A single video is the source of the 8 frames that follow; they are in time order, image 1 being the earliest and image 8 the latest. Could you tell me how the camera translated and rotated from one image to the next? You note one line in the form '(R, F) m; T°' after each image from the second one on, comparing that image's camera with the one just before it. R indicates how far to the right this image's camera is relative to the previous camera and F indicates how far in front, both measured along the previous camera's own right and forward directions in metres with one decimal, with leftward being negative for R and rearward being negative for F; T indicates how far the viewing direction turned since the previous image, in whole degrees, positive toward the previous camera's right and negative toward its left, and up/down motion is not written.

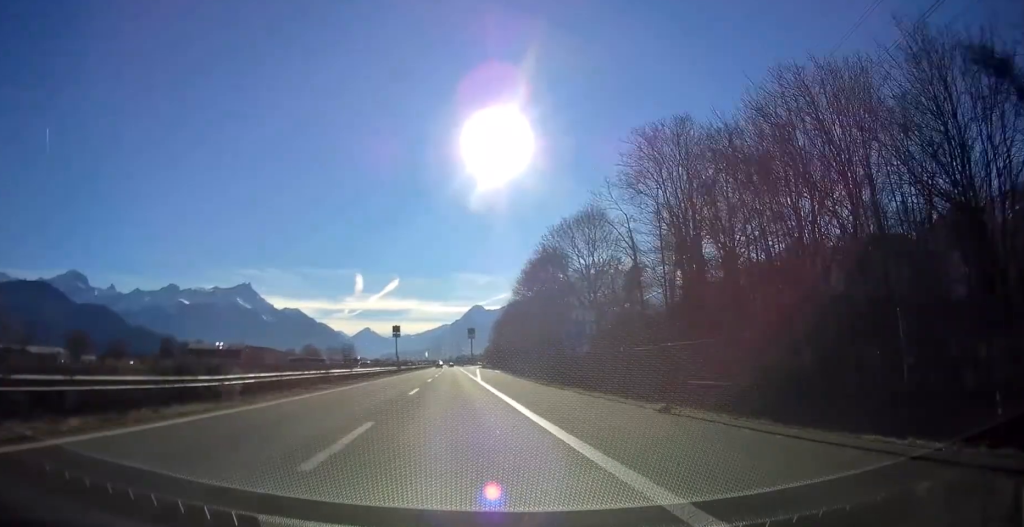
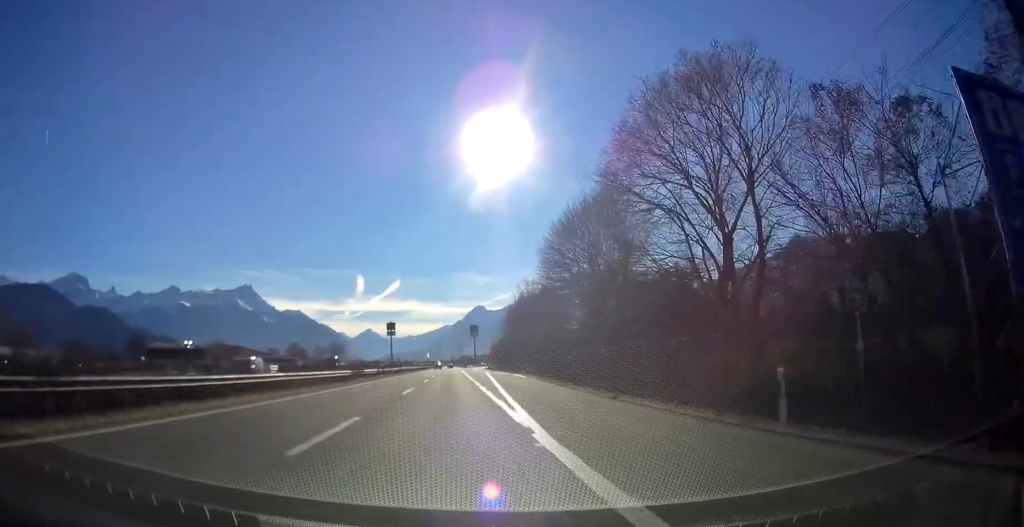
(0.0, +34.9) m; 0°
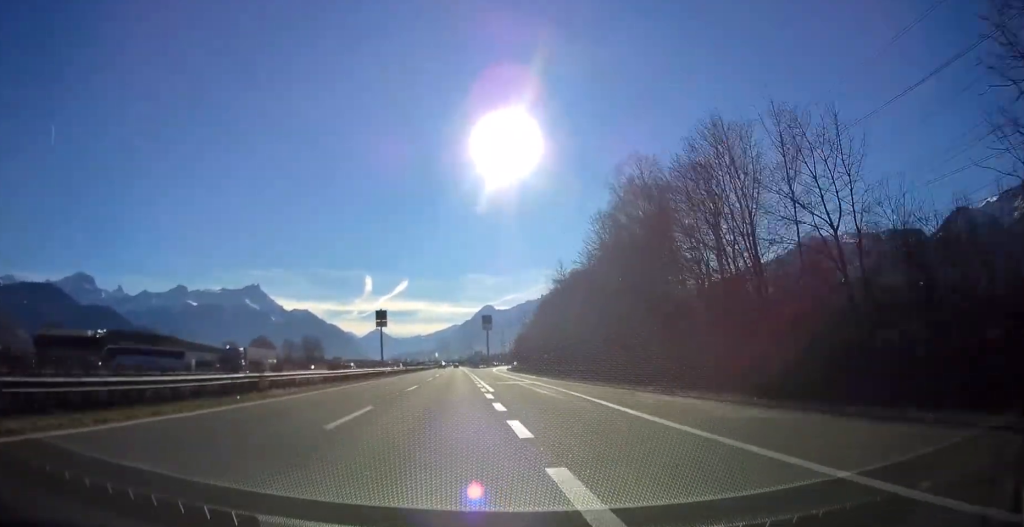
(-0.5, +67.4) m; -1°
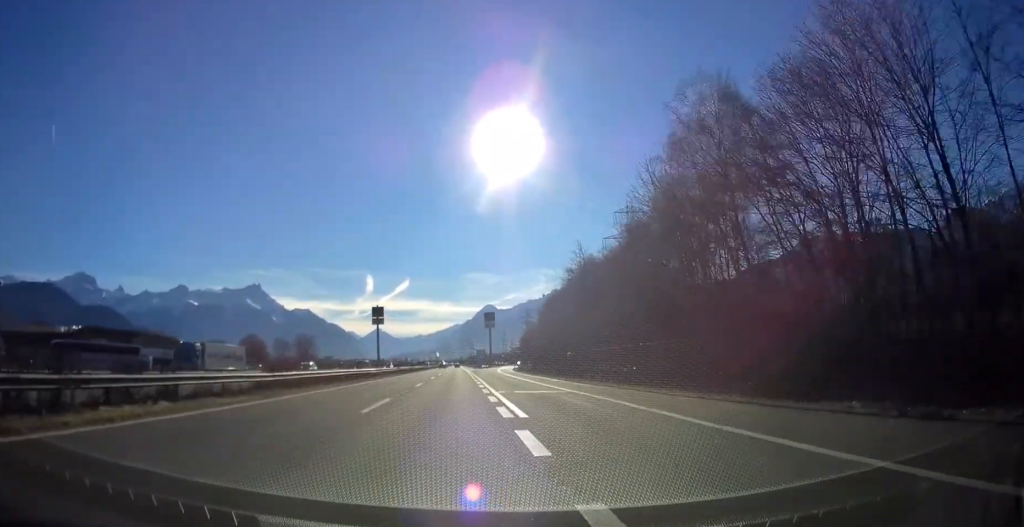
(-0.1, +14.5) m; 0°
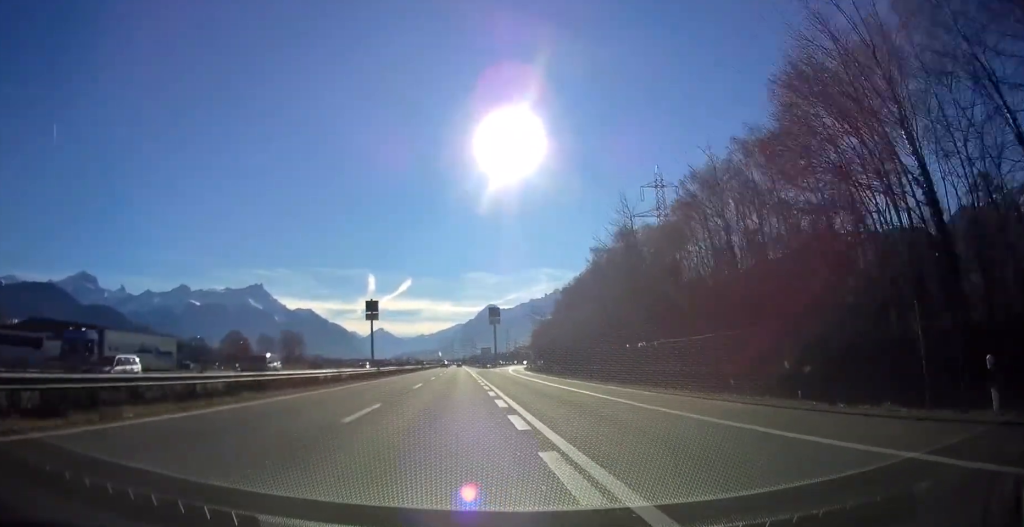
(0.0, +20.2) m; 0°
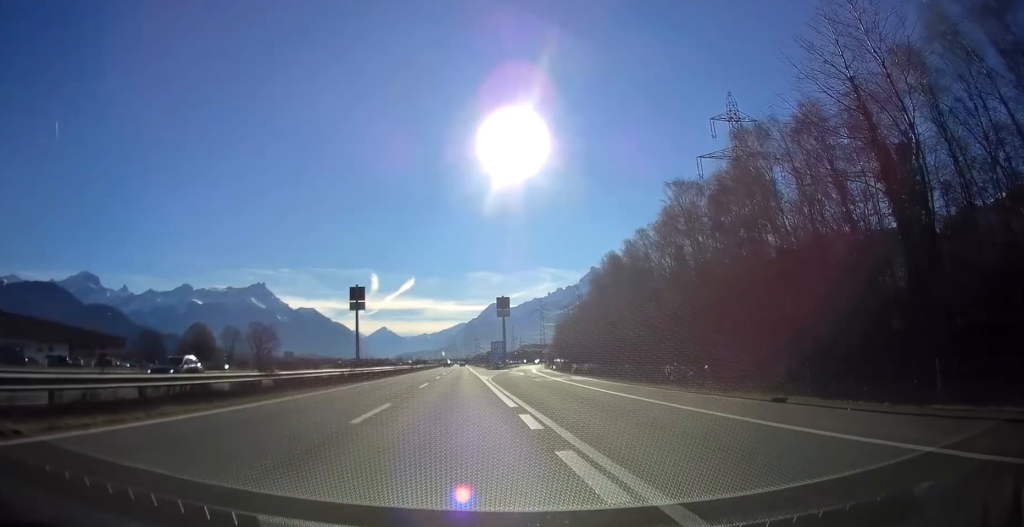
(0.0, +34.8) m; 0°
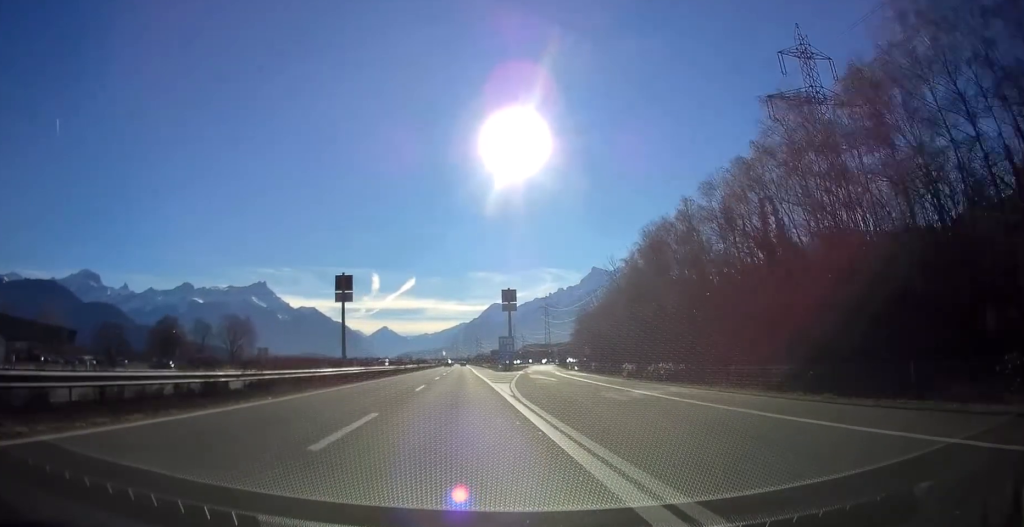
(0.0, +22.5) m; 0°
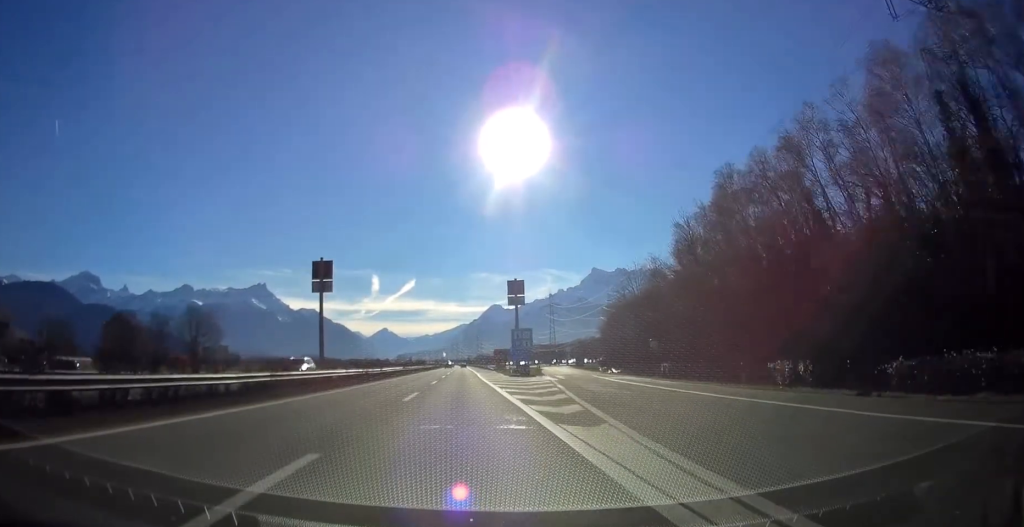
(-0.1, +24.7) m; 0°
